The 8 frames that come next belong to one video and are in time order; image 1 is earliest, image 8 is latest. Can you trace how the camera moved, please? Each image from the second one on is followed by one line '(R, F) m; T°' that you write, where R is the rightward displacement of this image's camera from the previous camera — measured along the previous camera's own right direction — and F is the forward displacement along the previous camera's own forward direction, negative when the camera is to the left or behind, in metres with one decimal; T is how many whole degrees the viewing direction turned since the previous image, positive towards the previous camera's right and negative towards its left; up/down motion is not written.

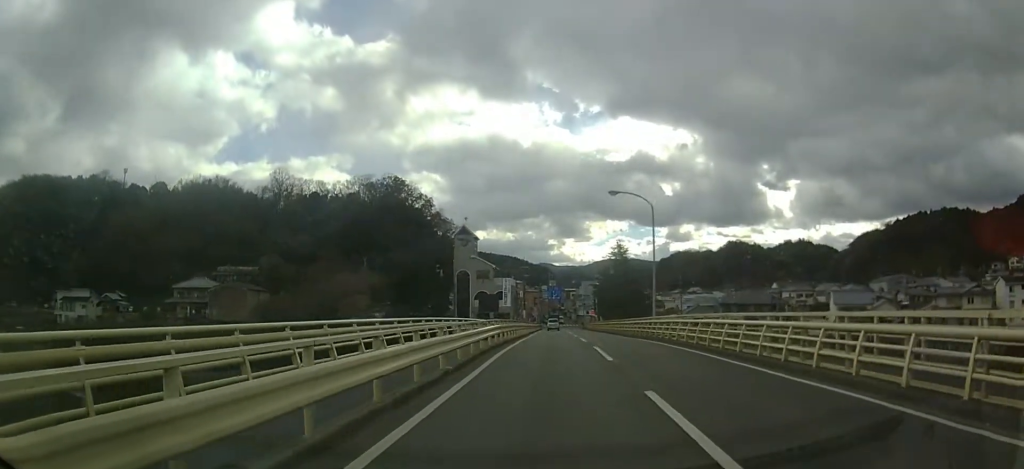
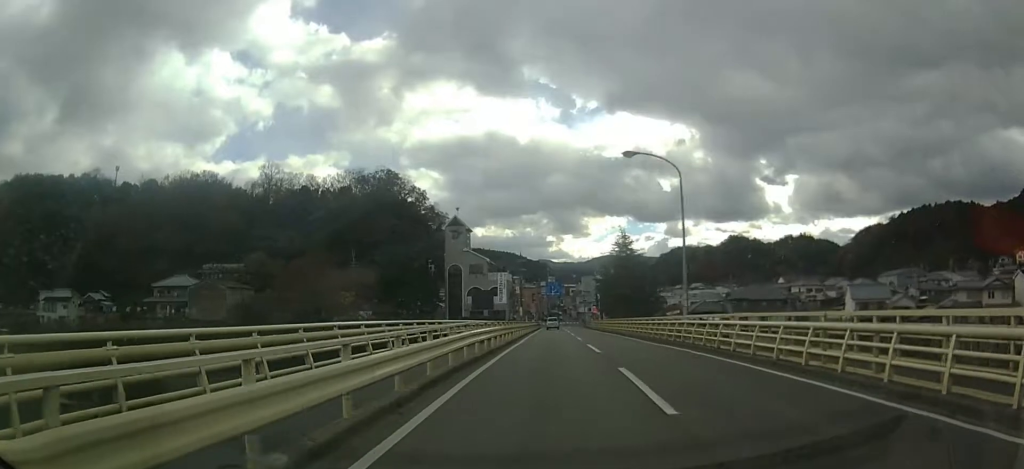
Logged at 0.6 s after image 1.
(0.0, +6.9) m; 0°
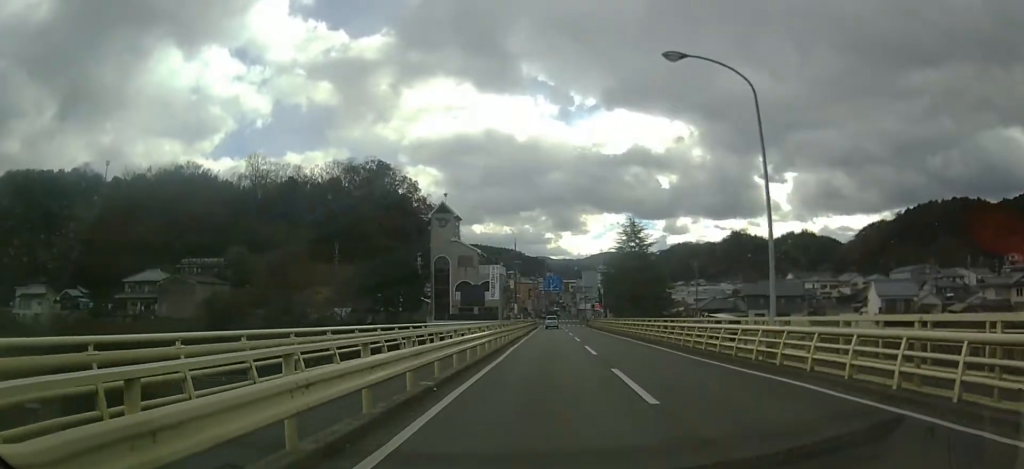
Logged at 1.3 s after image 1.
(0.0, +9.3) m; 0°
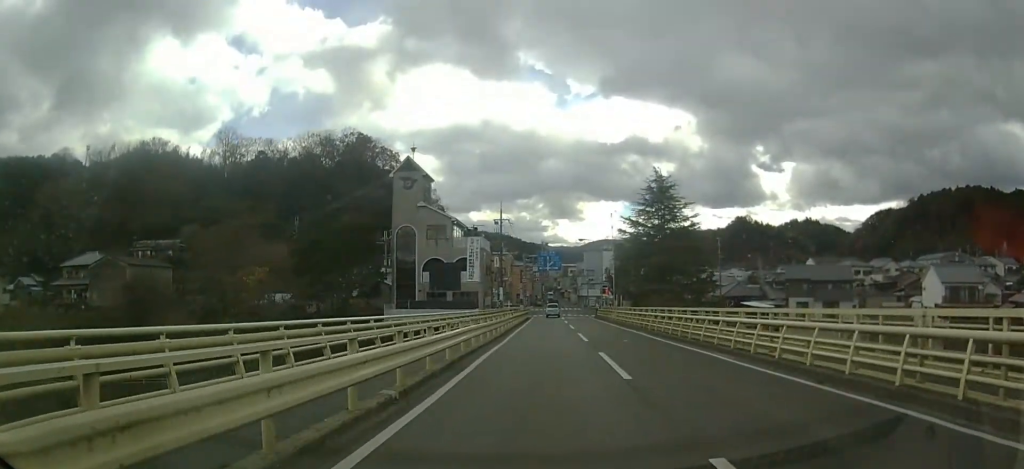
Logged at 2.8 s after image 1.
(0.0, +18.1) m; +1°
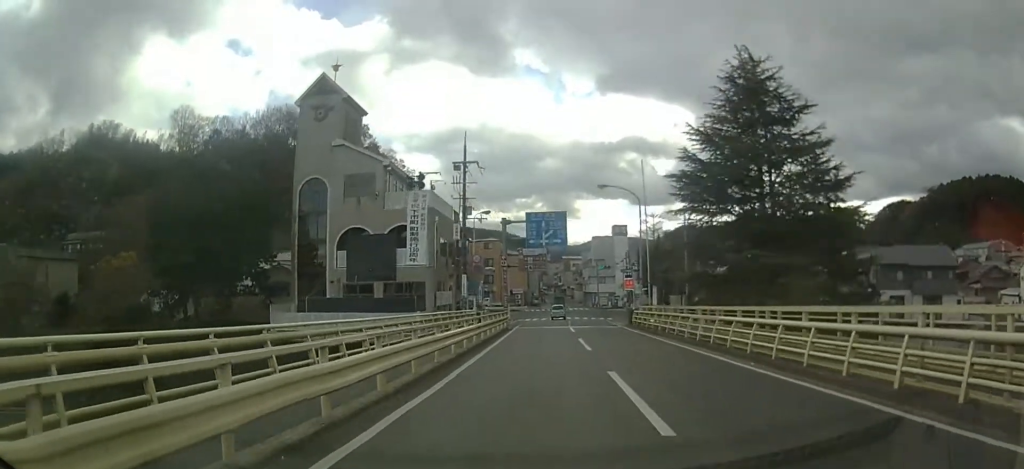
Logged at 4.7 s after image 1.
(0.0, +23.4) m; 0°
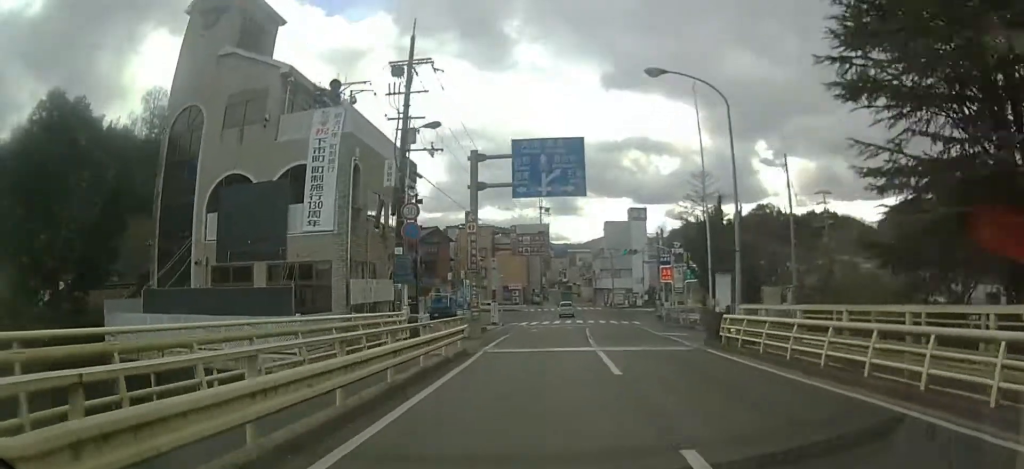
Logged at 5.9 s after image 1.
(+0.1, +15.5) m; 0°
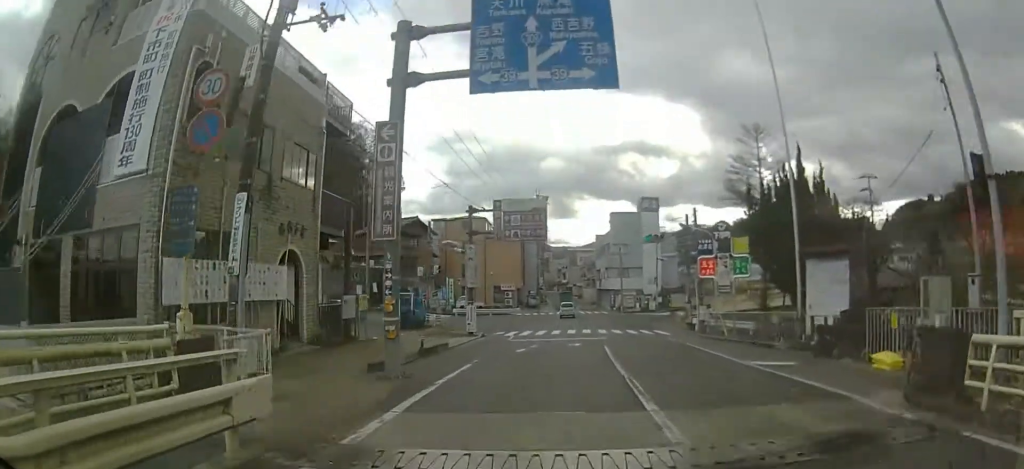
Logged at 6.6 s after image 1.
(0.0, +10.3) m; 0°
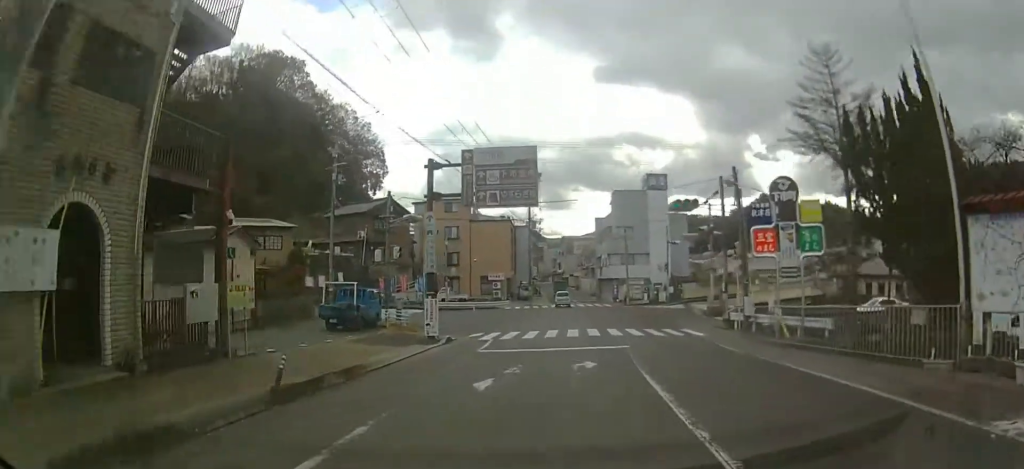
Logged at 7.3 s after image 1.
(-0.1, +8.9) m; +1°
